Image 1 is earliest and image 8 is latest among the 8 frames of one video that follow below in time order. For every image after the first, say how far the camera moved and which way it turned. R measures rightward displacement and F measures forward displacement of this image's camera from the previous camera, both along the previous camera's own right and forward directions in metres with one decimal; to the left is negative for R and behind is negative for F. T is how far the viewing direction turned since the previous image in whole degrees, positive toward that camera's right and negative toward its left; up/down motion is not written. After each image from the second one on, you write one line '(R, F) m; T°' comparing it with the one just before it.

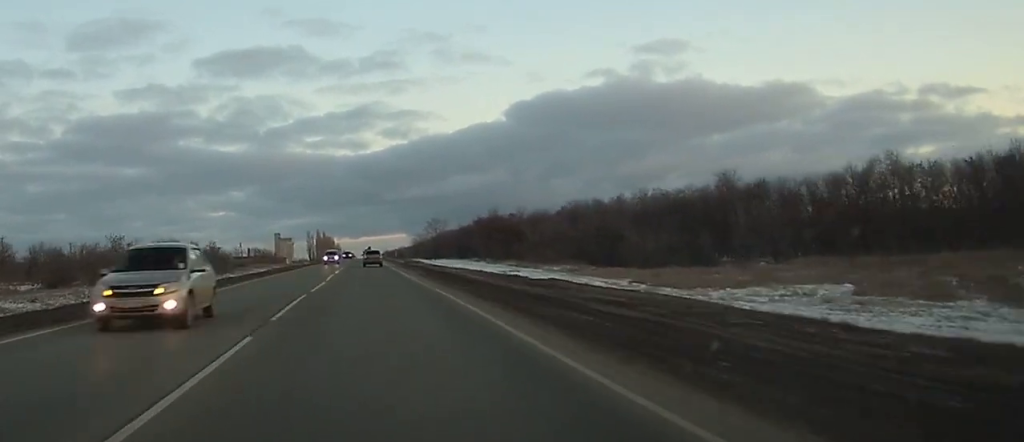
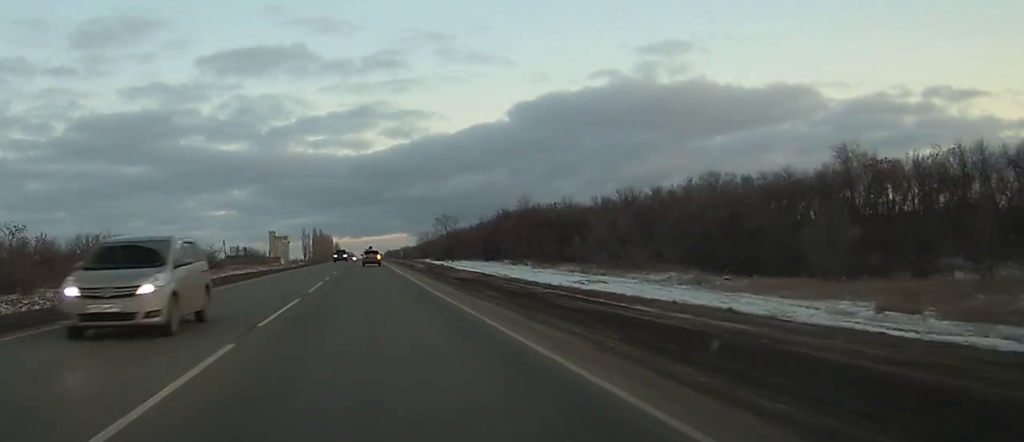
(+0.2, +37.1) m; +1°
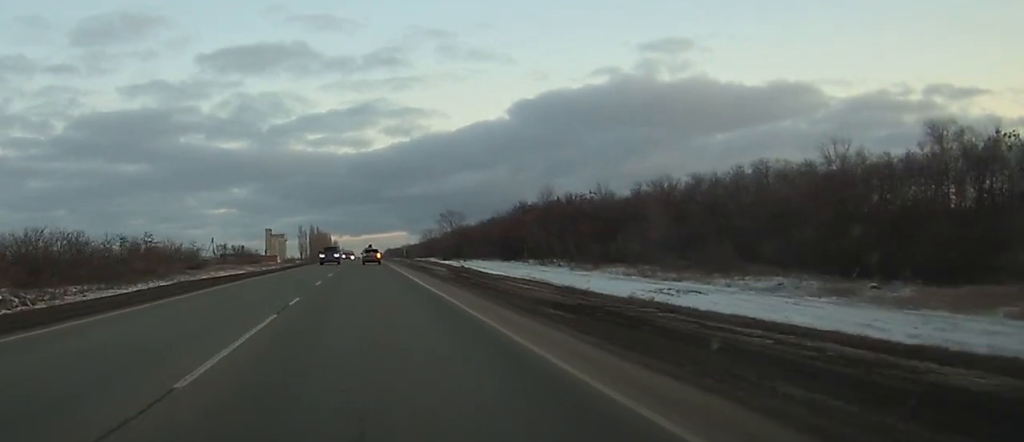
(0.0, +19.3) m; 0°
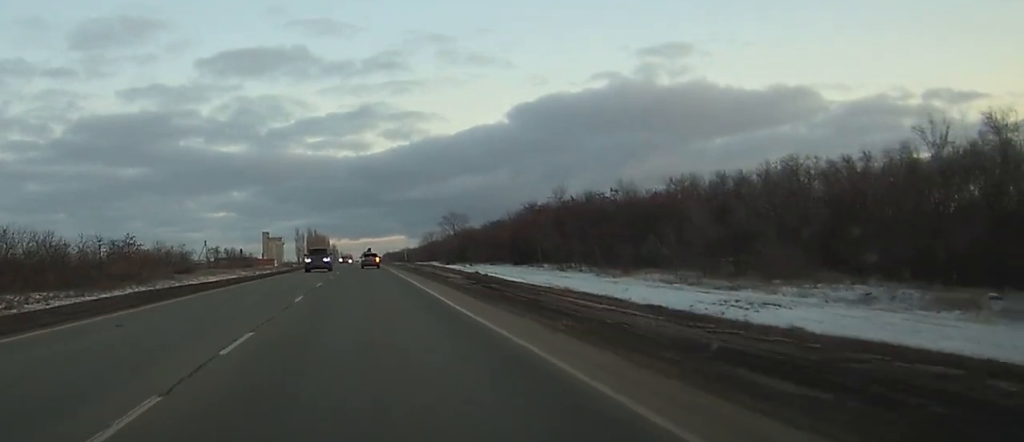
(0.0, +9.6) m; 0°
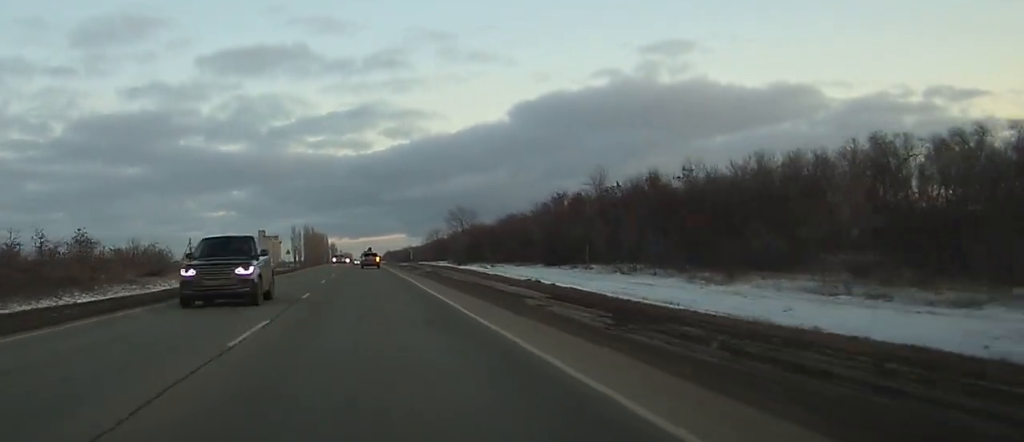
(+0.1, +21.5) m; 0°
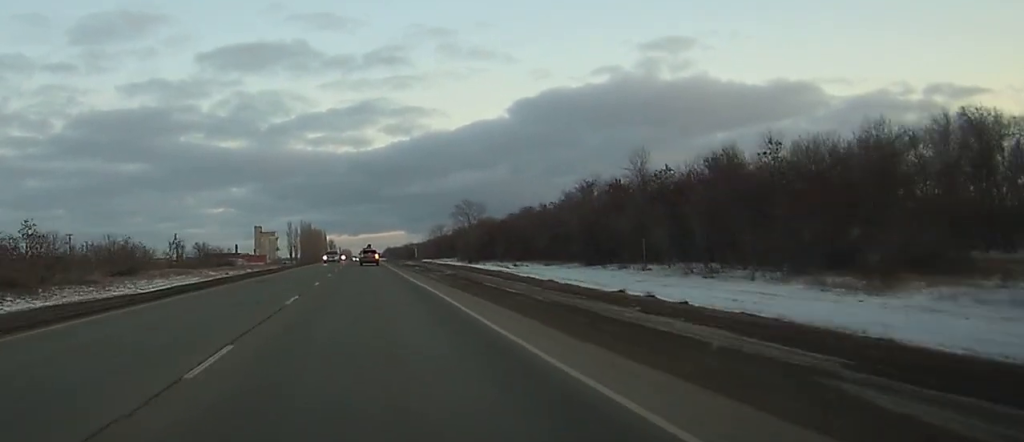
(0.0, +16.3) m; 0°
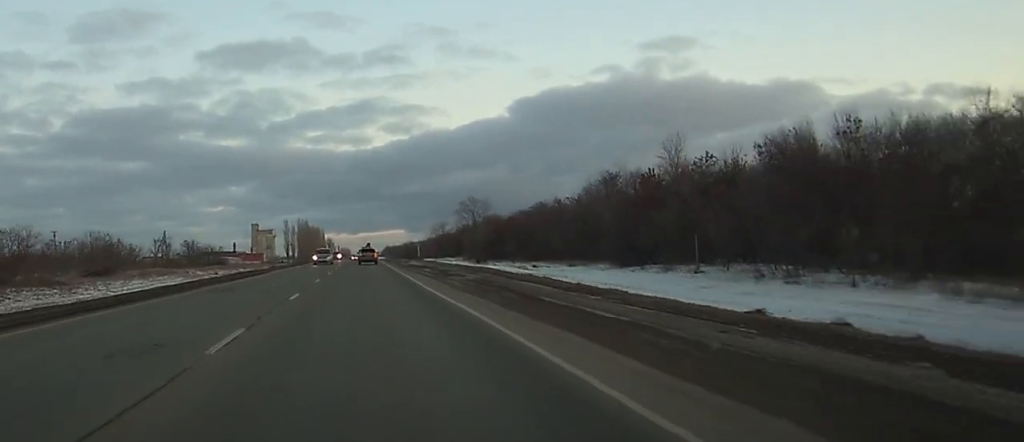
(0.0, +10.4) m; 0°
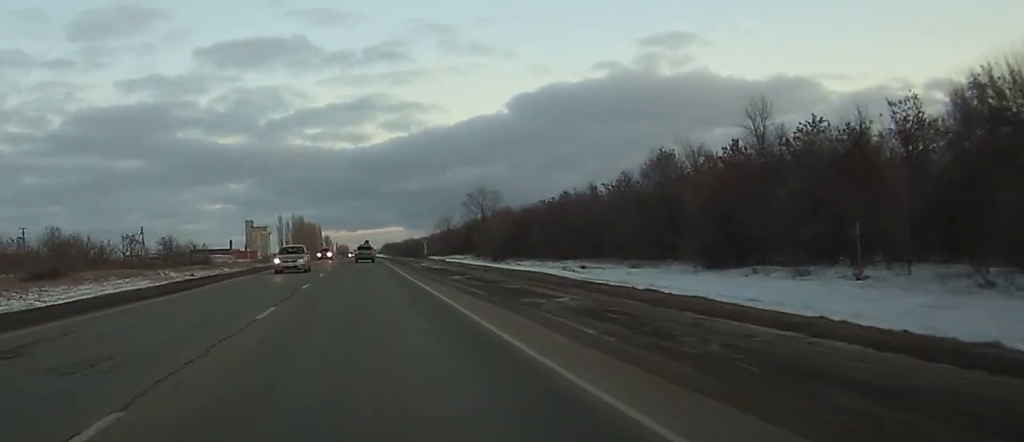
(+0.1, +18.4) m; 0°
